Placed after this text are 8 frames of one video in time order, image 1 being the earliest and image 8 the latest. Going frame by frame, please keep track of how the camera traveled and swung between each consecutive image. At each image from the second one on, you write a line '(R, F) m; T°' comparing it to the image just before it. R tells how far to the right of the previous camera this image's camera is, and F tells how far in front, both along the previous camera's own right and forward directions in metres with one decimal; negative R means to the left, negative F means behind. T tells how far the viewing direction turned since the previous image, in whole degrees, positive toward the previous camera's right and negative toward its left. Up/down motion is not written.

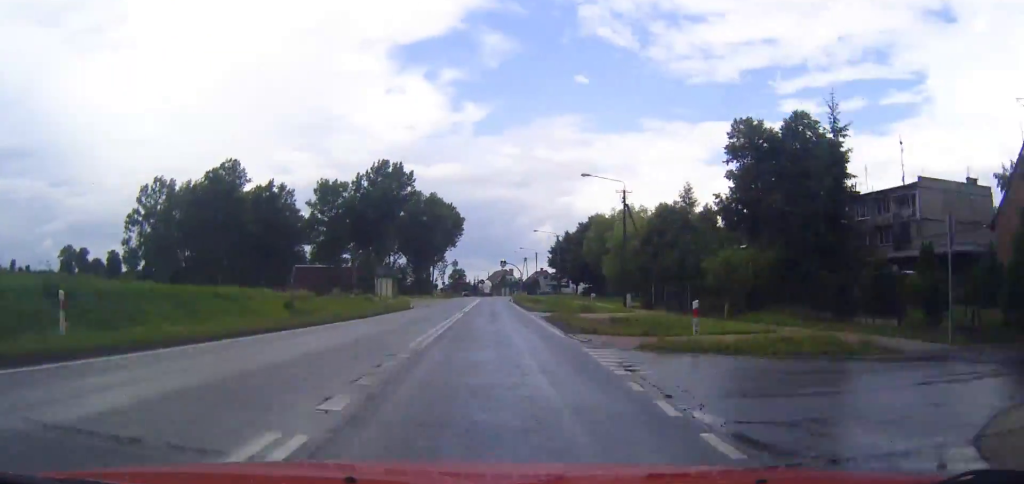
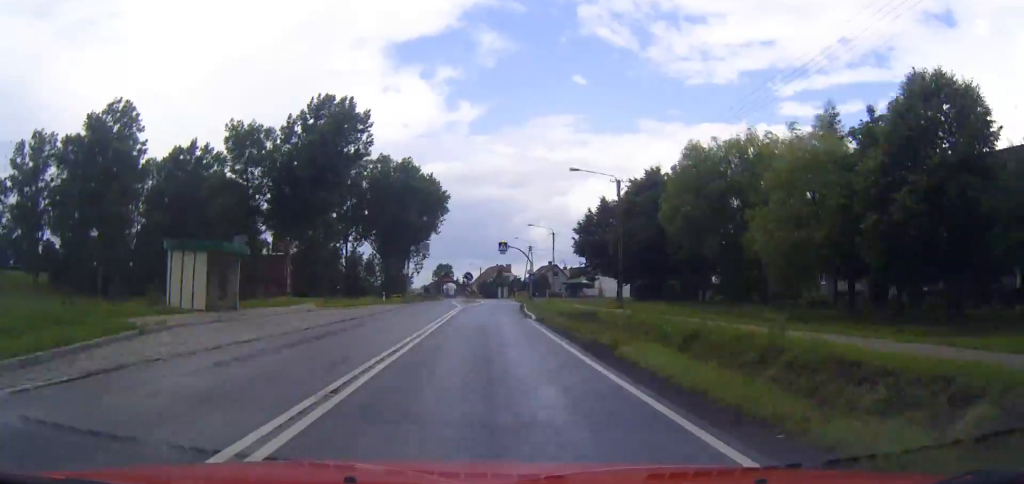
(+0.6, +48.7) m; +1°
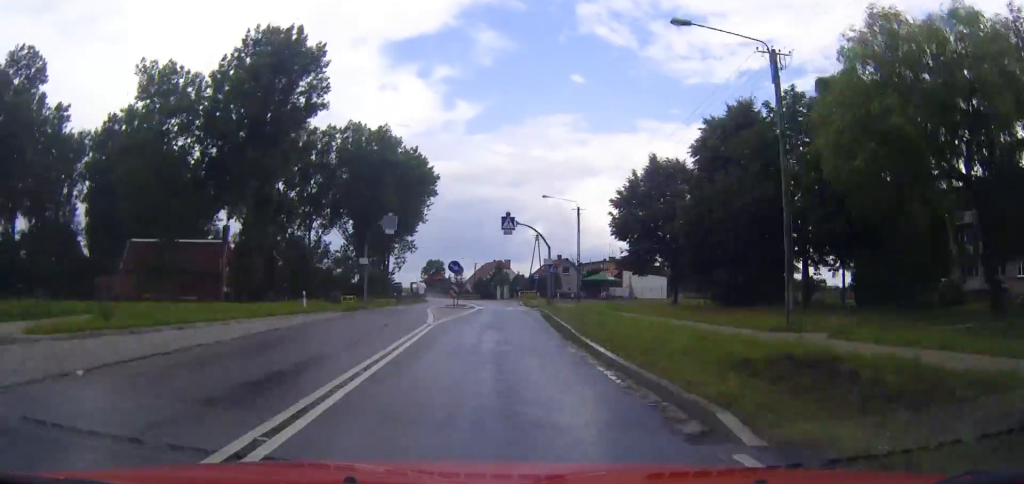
(0.0, +26.9) m; 0°
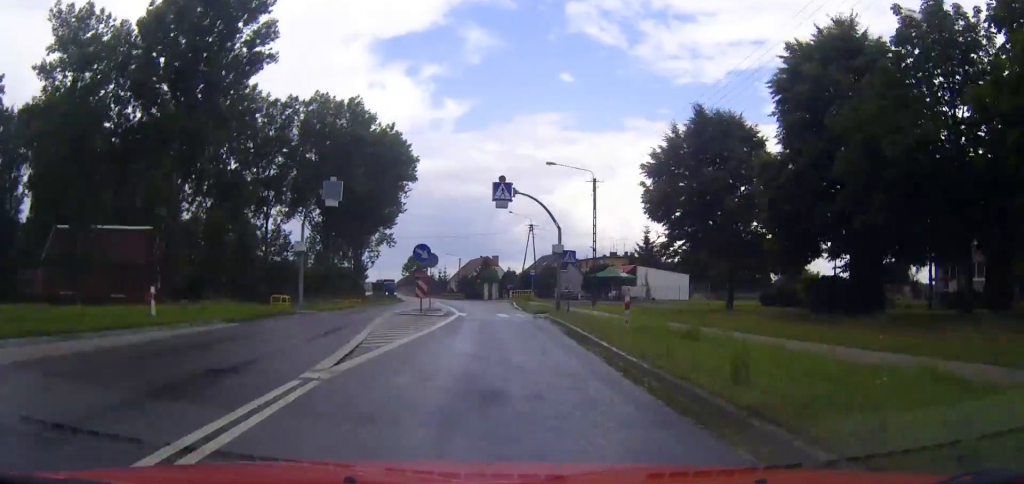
(+0.1, +16.1) m; -1°
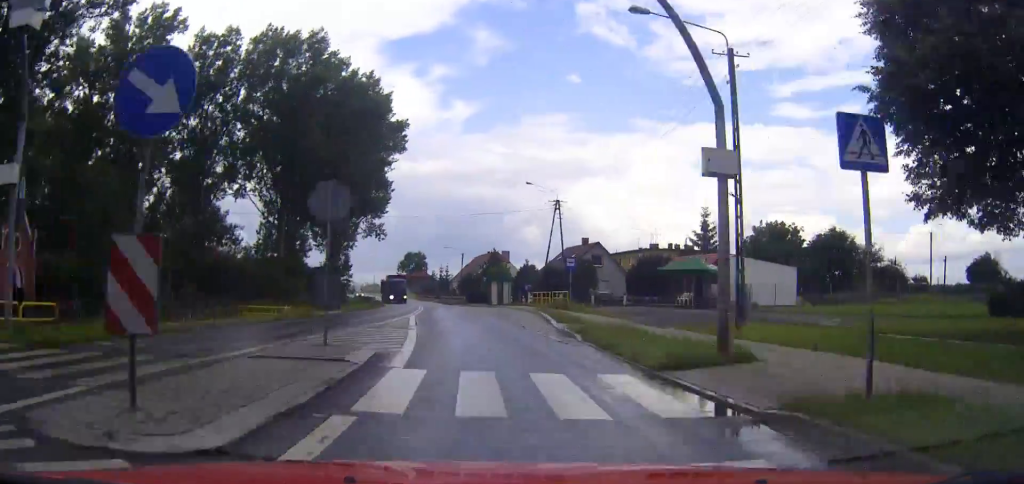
(+0.1, +26.8) m; -1°
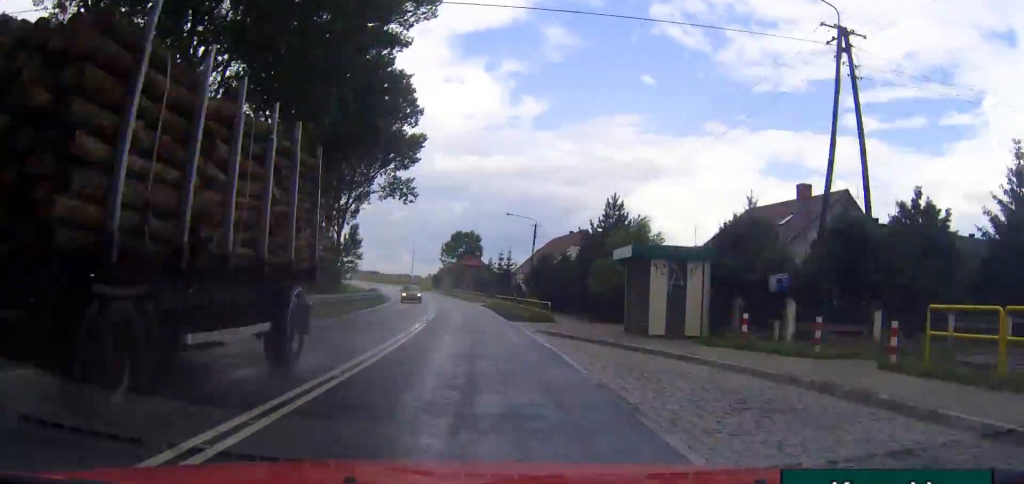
(-1.8, +48.4) m; -4°
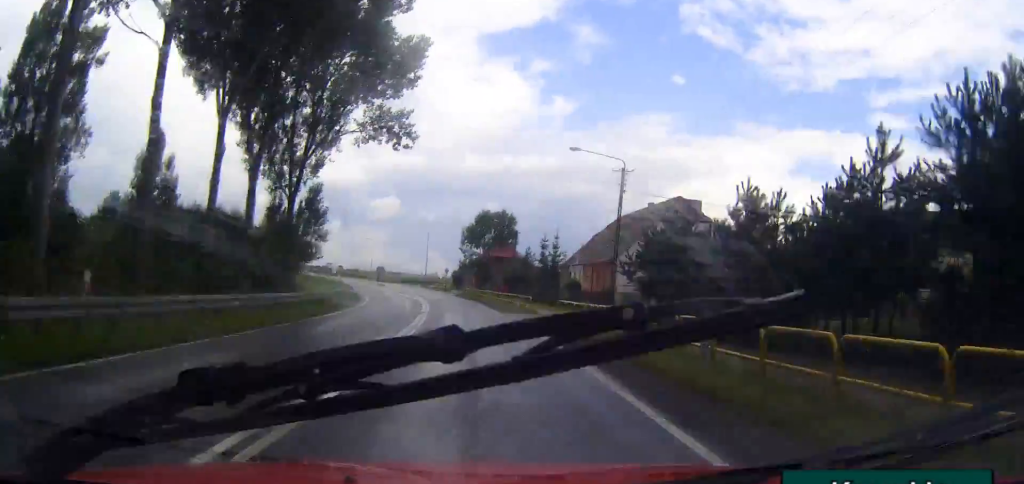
(-0.7, +33.9) m; -3°
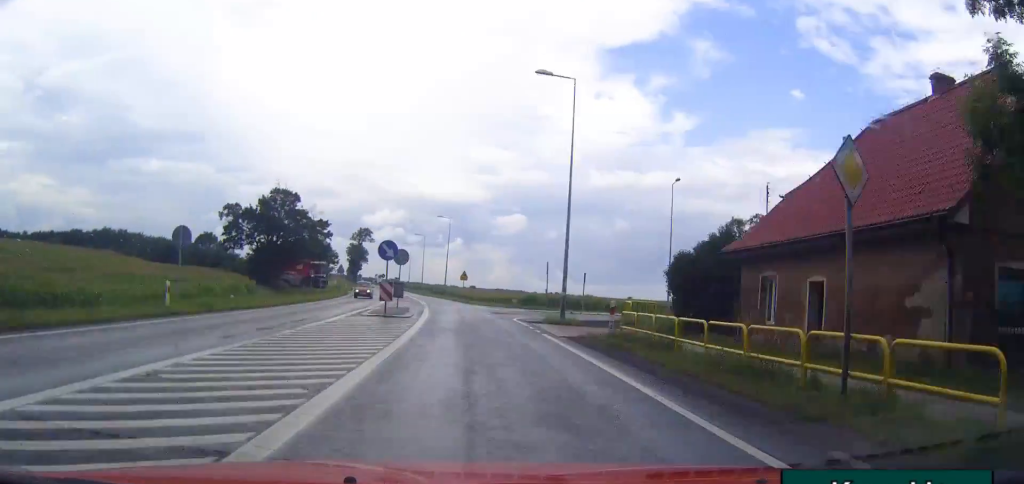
(-7.5, +87.7) m; -9°
